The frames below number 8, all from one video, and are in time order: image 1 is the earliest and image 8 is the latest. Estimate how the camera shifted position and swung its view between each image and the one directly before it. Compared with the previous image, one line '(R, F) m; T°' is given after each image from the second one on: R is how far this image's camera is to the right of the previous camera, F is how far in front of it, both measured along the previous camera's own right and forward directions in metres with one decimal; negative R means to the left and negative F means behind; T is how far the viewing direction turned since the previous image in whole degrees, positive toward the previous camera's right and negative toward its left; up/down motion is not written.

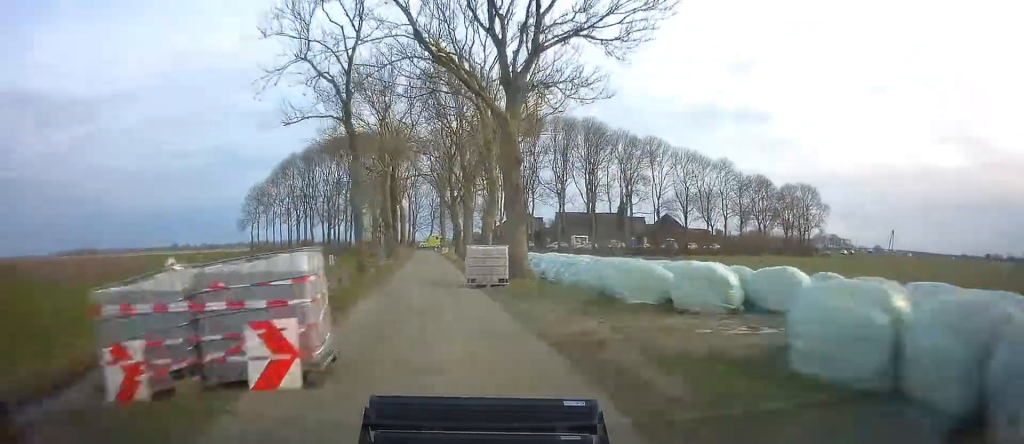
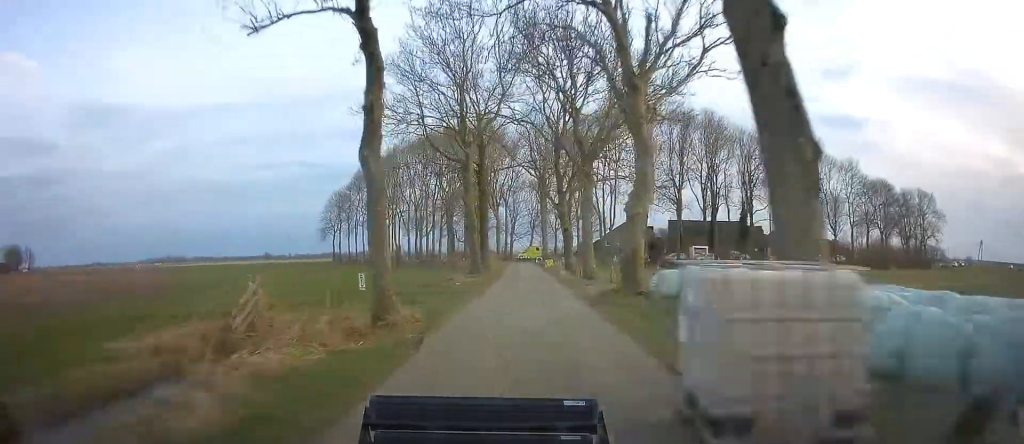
(-0.1, +12.5) m; 0°
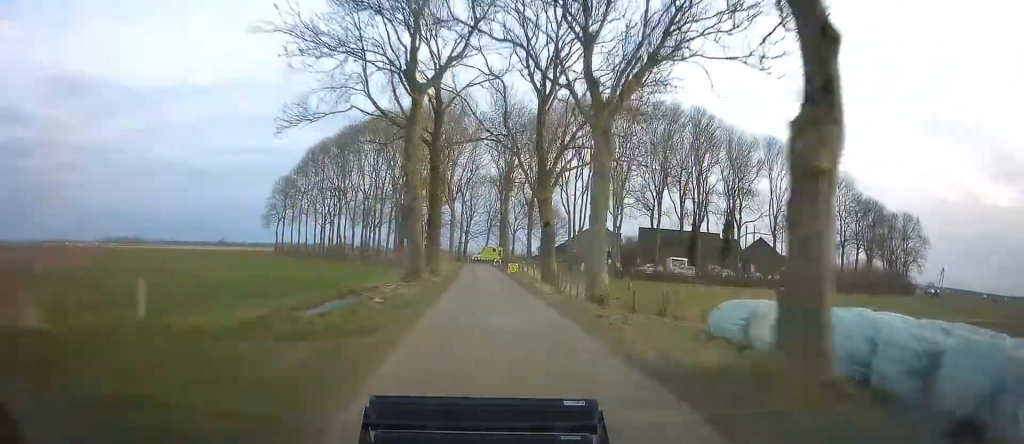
(0.0, +10.4) m; 0°
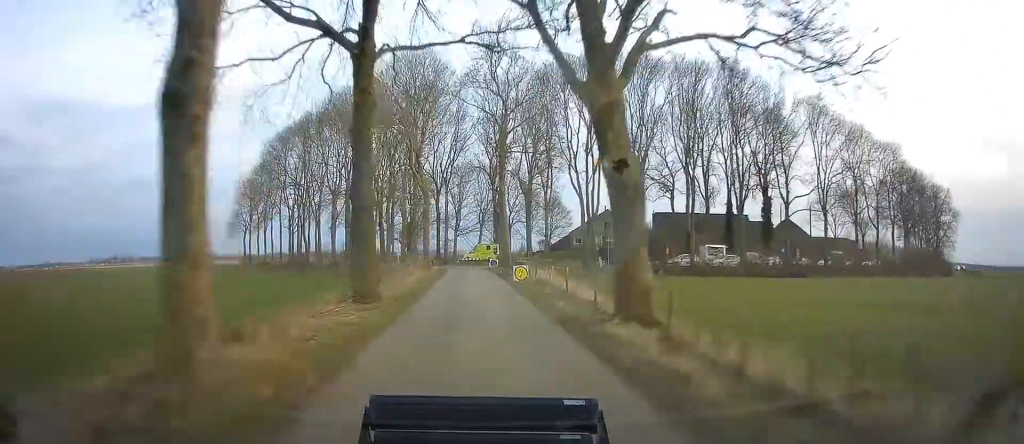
(0.0, +14.1) m; 0°
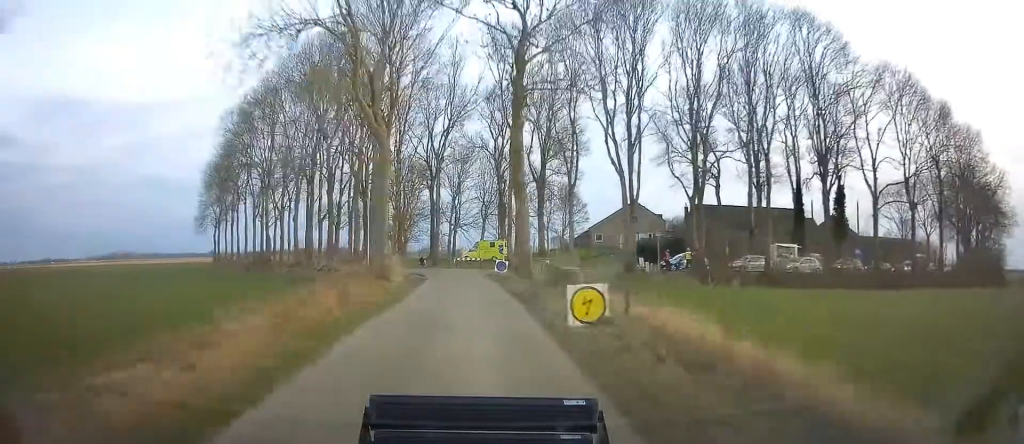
(+0.1, +14.8) m; -1°
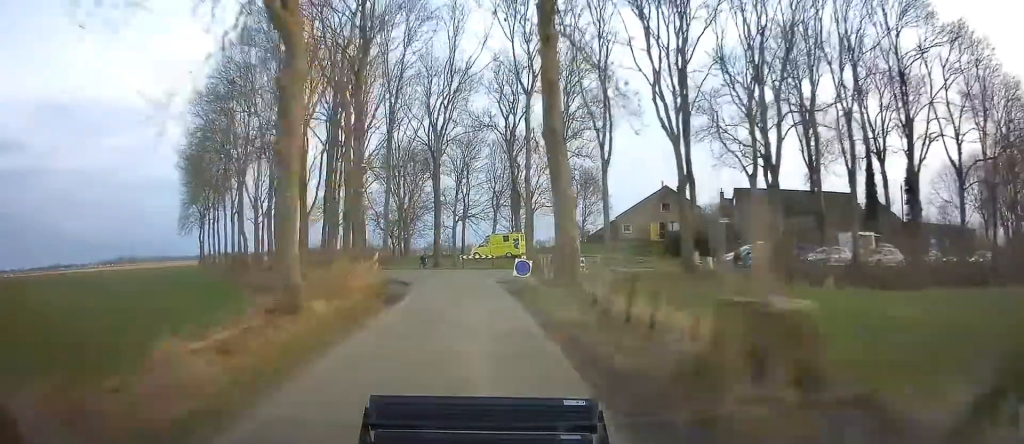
(-0.2, +9.3) m; -3°
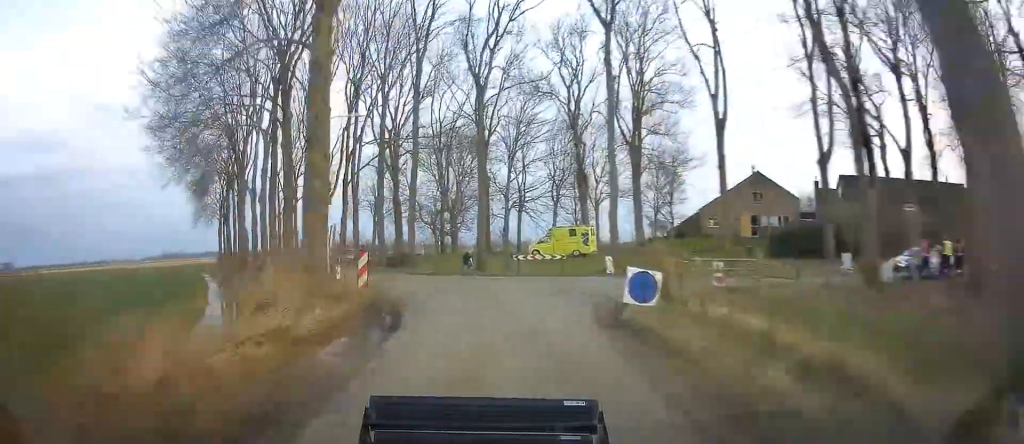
(+0.3, +12.9) m; -4°
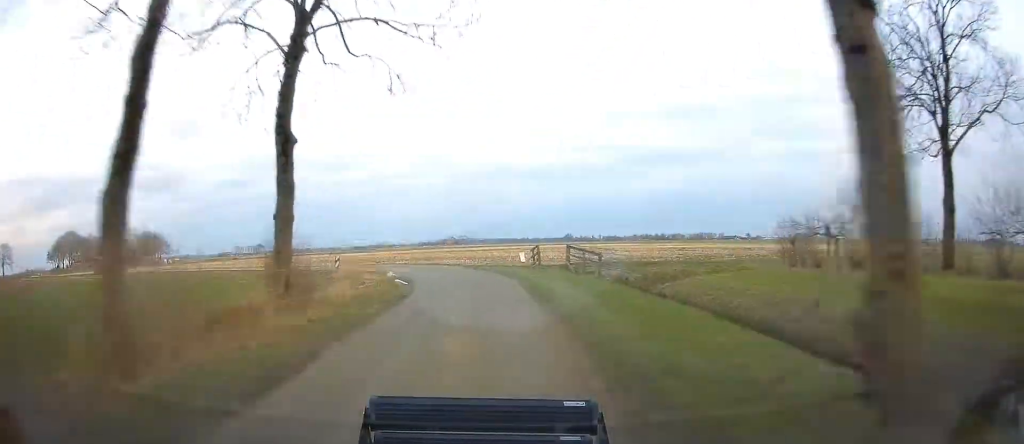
(-22.3, +74.8) m; -25°
